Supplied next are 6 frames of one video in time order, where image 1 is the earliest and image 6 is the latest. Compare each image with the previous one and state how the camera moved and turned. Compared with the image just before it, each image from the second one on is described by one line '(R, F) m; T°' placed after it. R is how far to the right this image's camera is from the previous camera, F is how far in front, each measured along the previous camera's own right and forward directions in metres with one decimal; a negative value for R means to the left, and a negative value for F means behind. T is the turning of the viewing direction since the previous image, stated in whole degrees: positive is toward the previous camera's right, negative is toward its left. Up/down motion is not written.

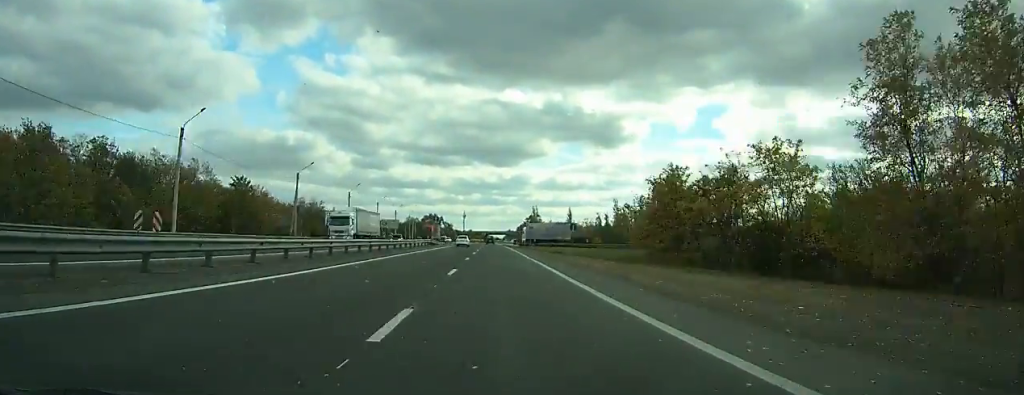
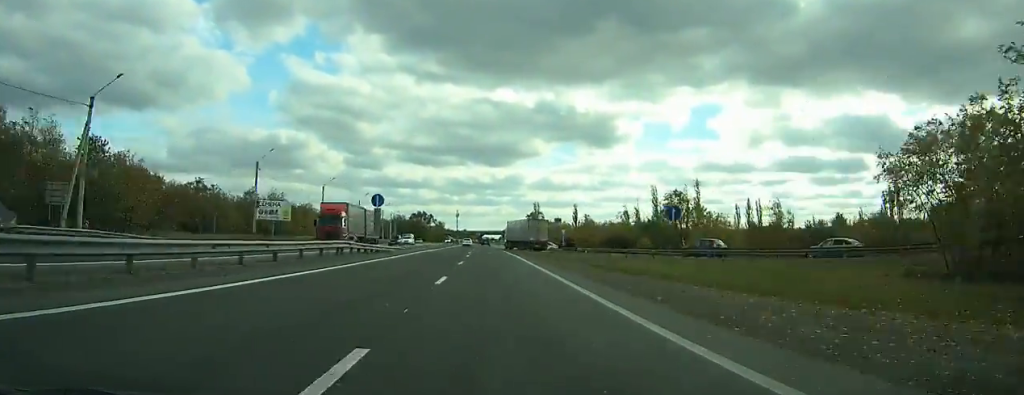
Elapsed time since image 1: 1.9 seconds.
(0.0, +41.1) m; 0°
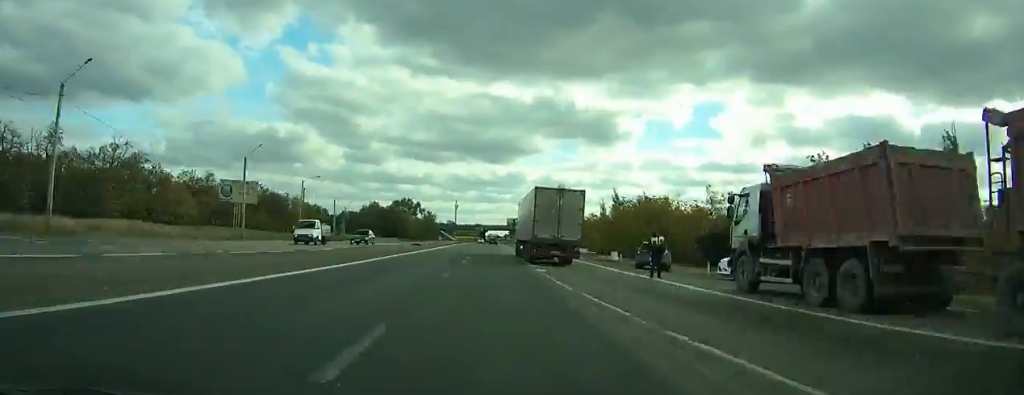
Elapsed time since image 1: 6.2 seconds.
(+0.2, +90.0) m; 0°
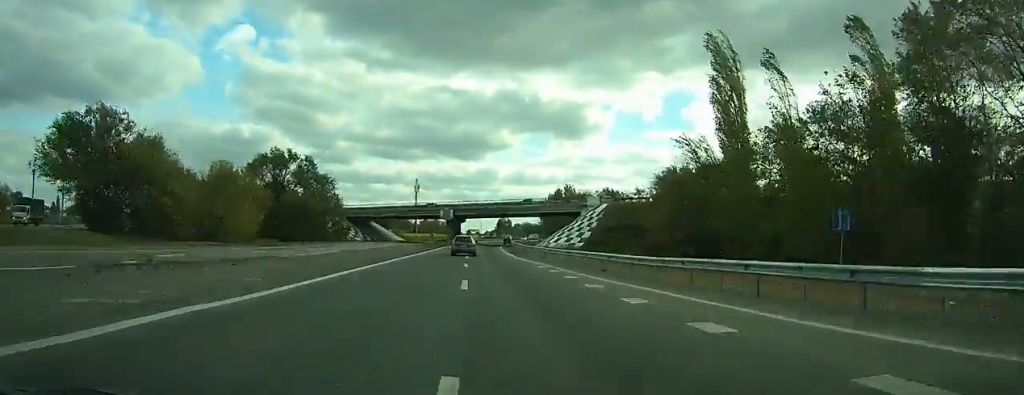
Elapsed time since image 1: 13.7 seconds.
(-0.2, +152.8) m; +1°
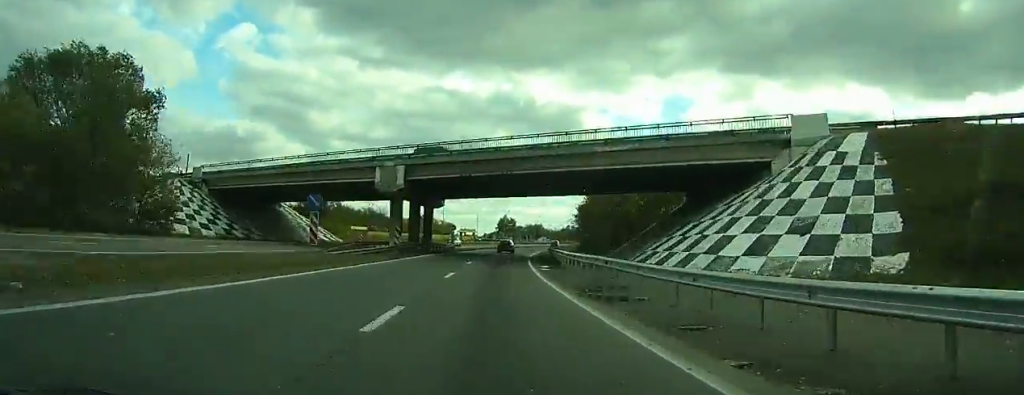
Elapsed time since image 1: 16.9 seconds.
(+1.1, +66.3) m; +2°
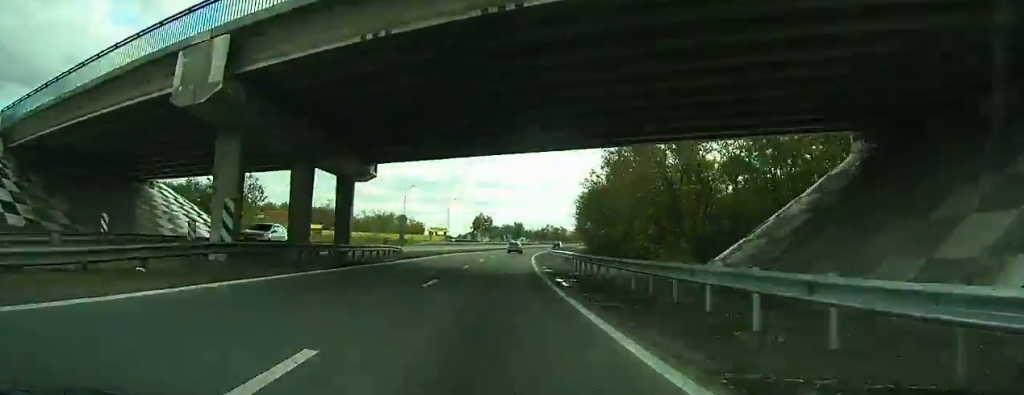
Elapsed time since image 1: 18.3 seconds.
(-0.2, +29.2) m; +1°
